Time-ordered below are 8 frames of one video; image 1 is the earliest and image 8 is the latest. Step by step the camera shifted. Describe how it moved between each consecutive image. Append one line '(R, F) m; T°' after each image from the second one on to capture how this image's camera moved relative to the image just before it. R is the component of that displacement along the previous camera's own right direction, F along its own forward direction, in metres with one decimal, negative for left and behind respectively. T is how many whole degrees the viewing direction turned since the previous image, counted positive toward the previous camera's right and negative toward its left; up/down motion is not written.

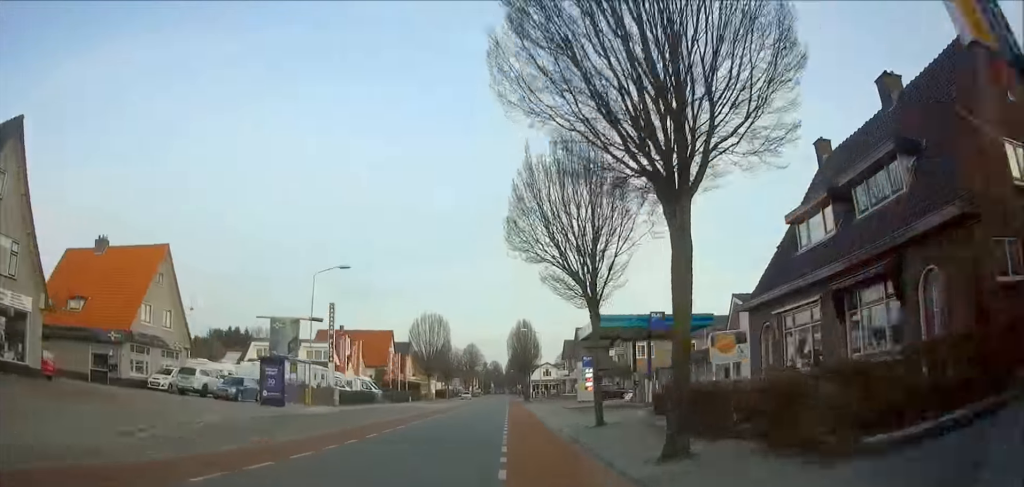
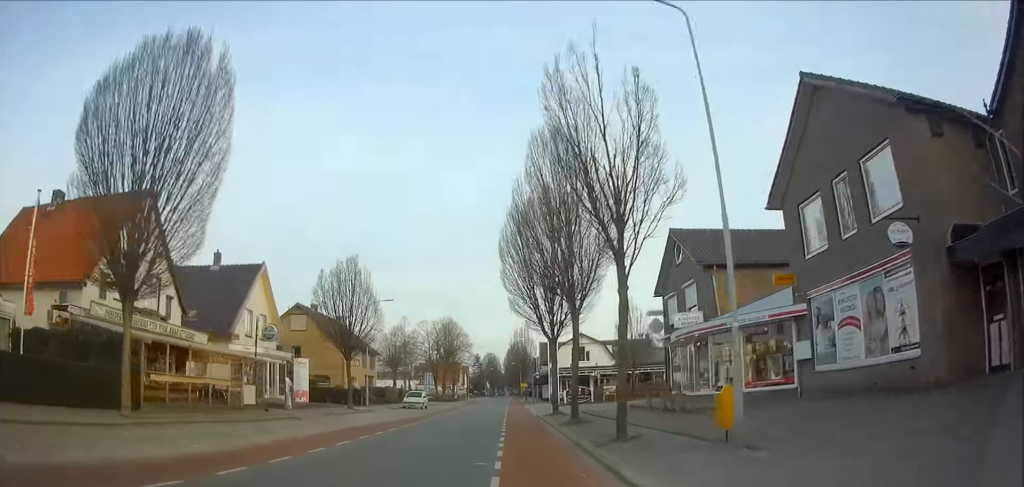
(+0.1, +59.5) m; 0°
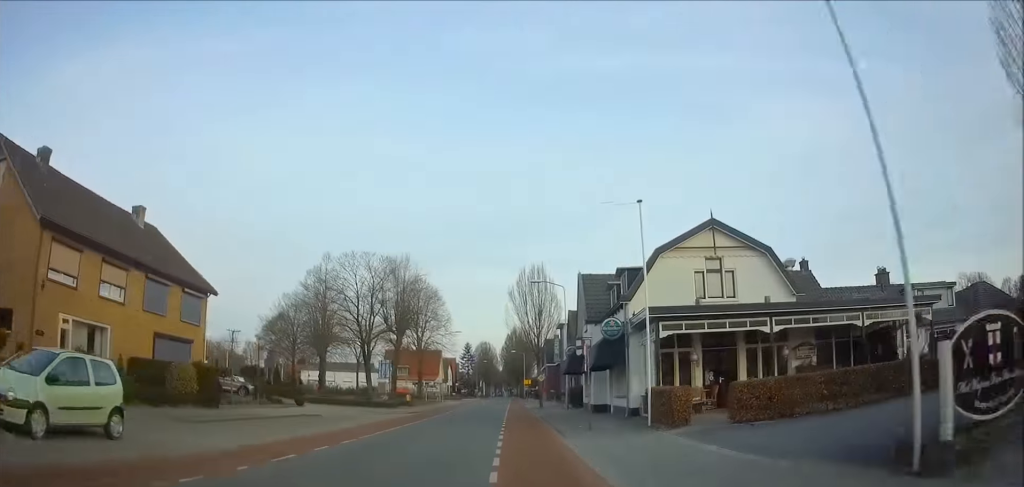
(0.0, +42.1) m; 0°
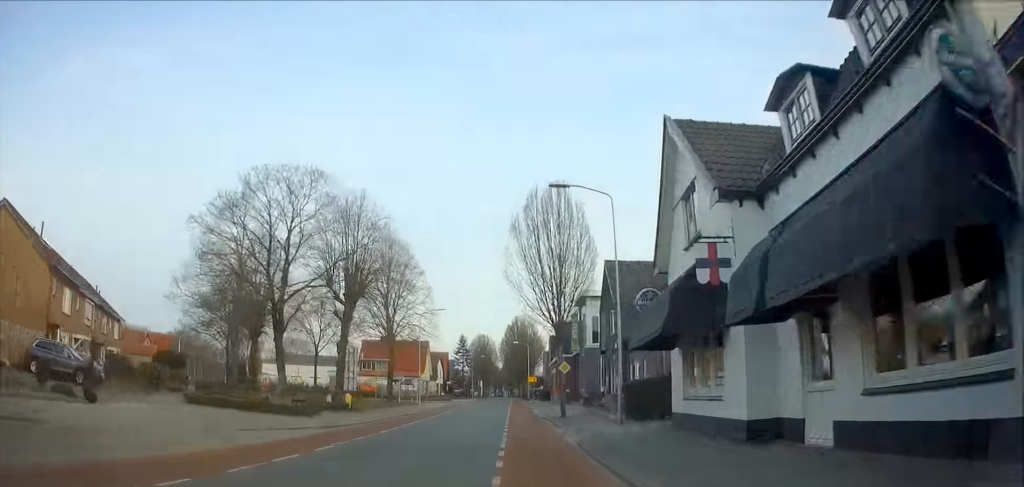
(-0.1, +18.4) m; 0°
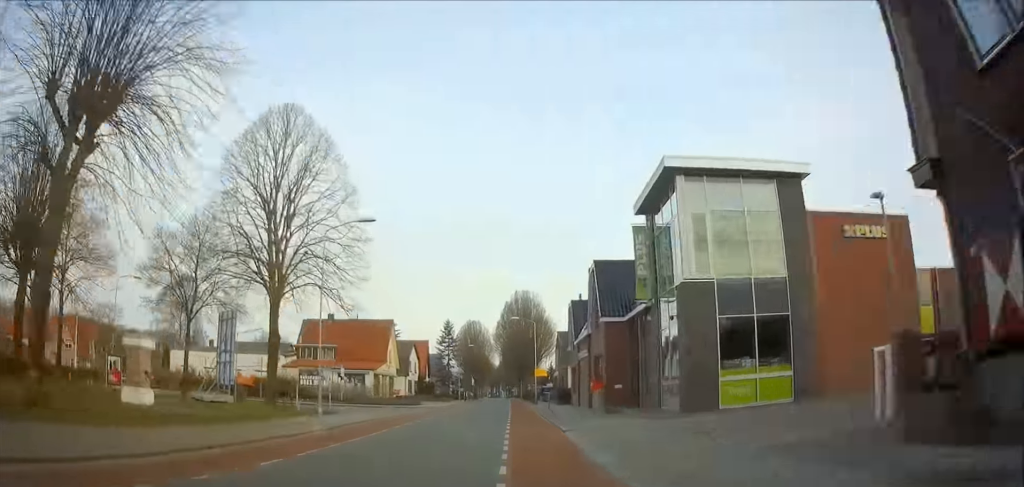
(0.0, +26.7) m; 0°
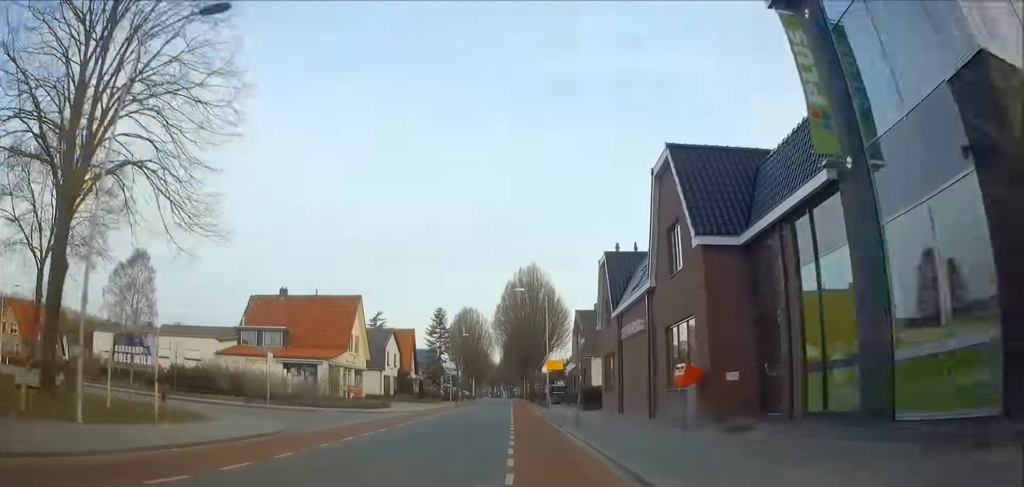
(0.0, +15.4) m; 0°
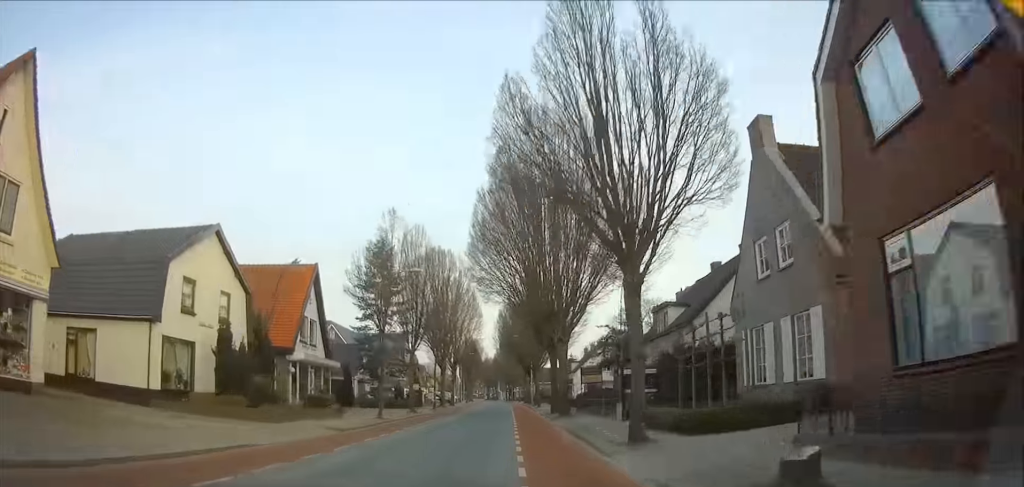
(0.0, +40.0) m; 0°
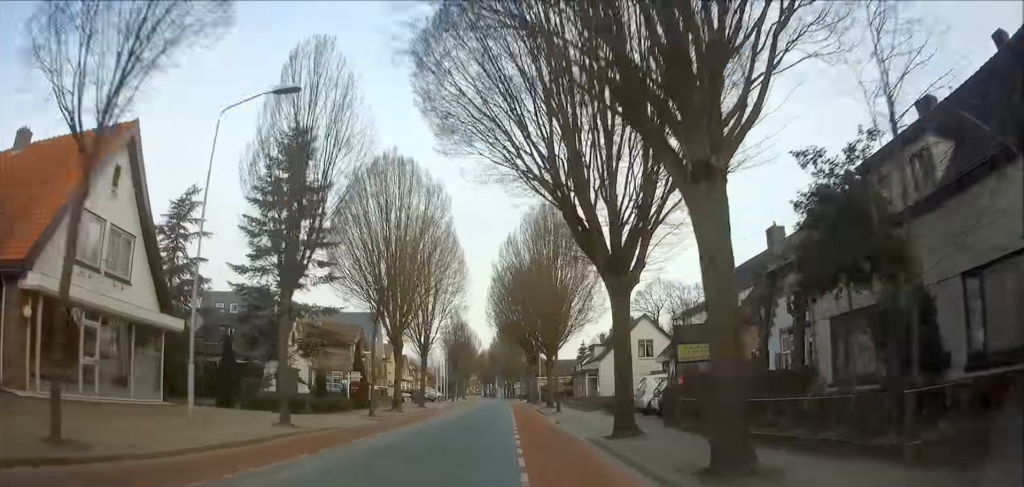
(0.0, +21.5) m; 0°
